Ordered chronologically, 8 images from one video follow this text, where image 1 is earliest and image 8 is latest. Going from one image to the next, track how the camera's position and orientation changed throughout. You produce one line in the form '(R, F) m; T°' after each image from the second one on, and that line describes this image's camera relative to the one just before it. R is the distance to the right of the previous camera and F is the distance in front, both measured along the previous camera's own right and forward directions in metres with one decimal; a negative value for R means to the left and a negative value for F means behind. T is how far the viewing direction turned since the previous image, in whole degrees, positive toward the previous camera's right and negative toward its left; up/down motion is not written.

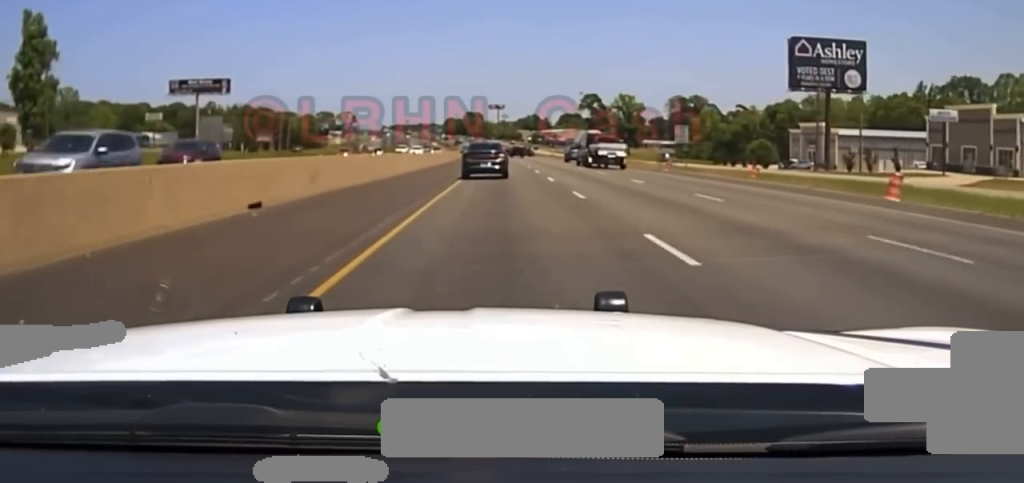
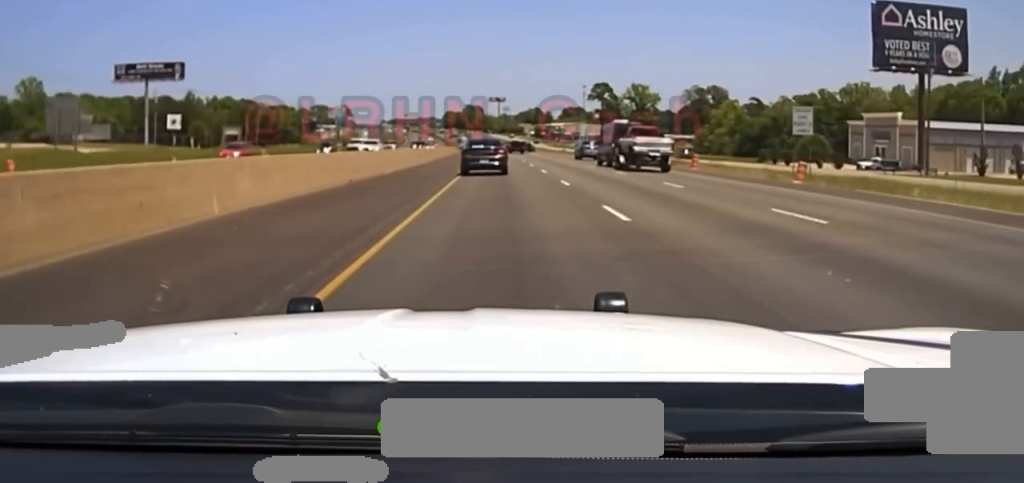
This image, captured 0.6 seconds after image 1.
(-0.1, +32.4) m; 0°
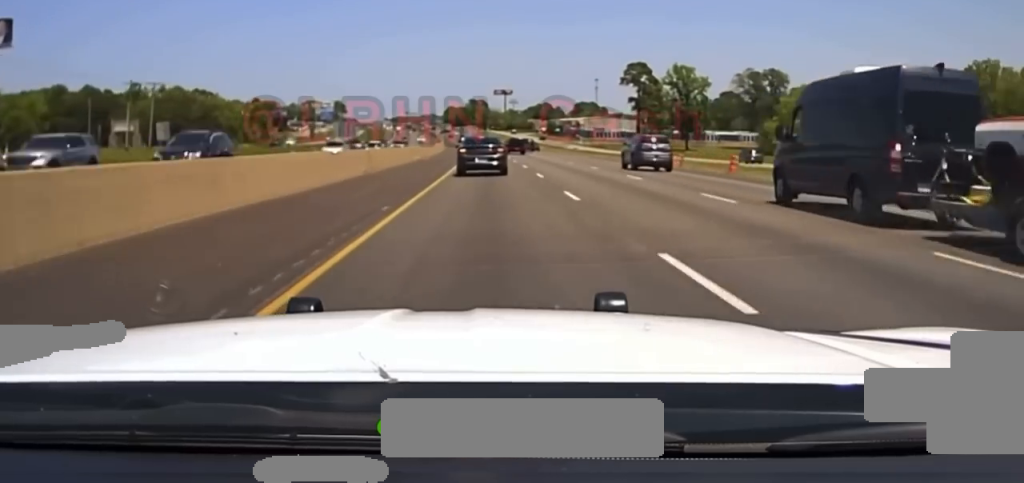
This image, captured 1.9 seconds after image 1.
(-0.2, +73.2) m; -1°
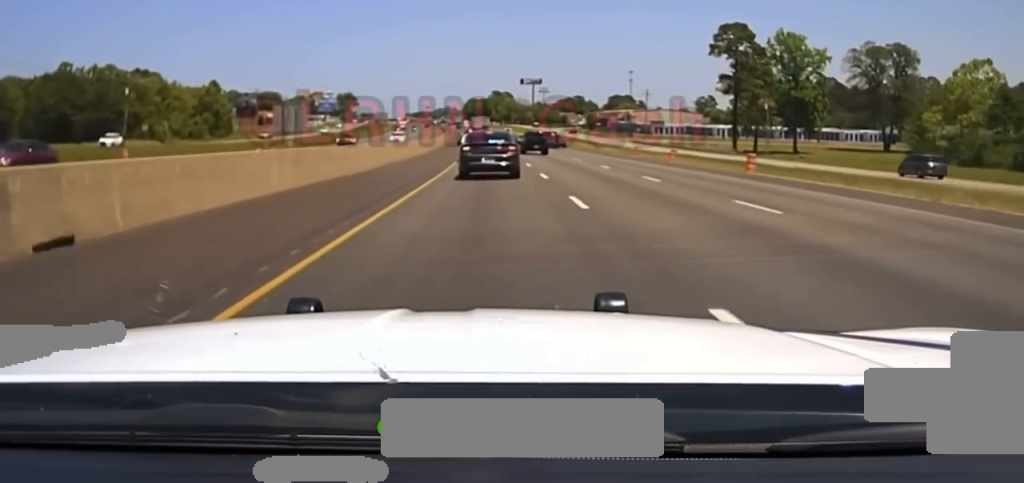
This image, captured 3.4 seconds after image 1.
(-0.9, +85.9) m; -1°
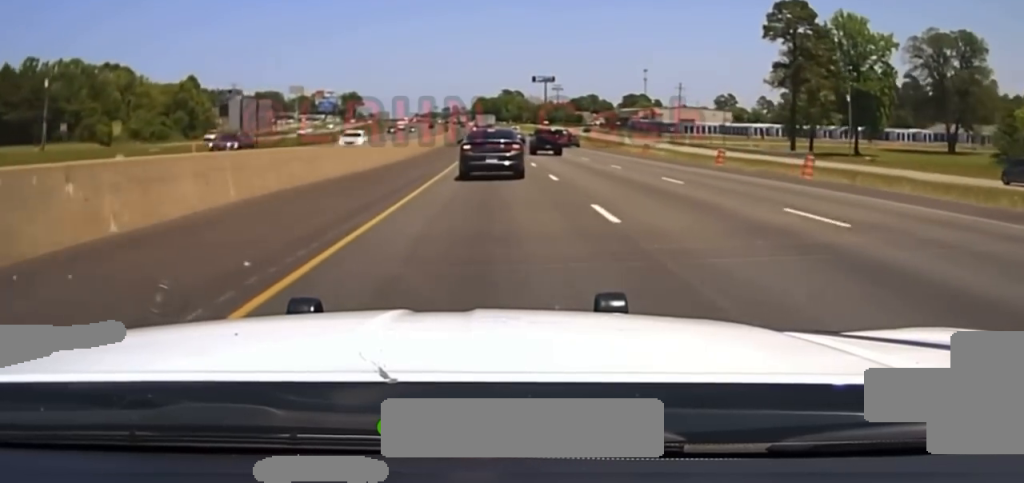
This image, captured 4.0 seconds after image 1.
(0.0, +28.6) m; -1°
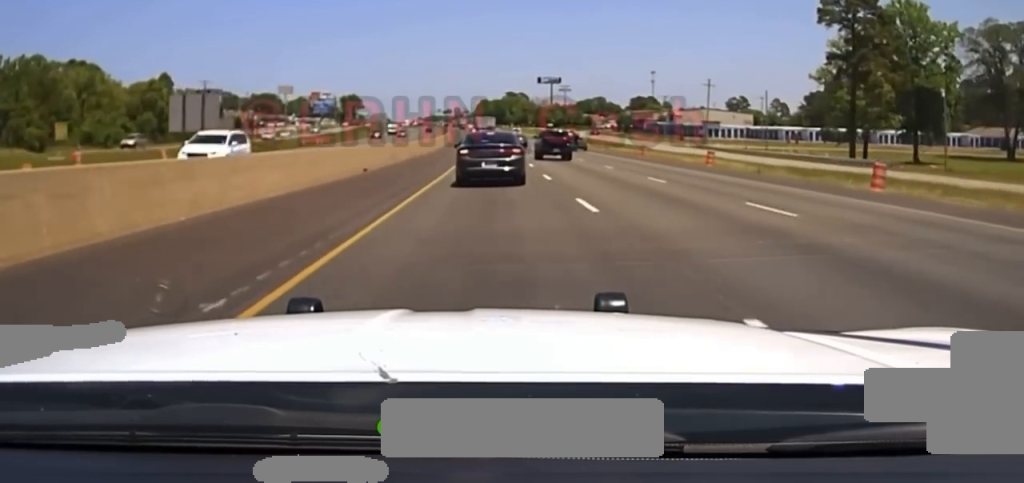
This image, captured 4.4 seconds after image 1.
(-0.2, +19.8) m; 0°
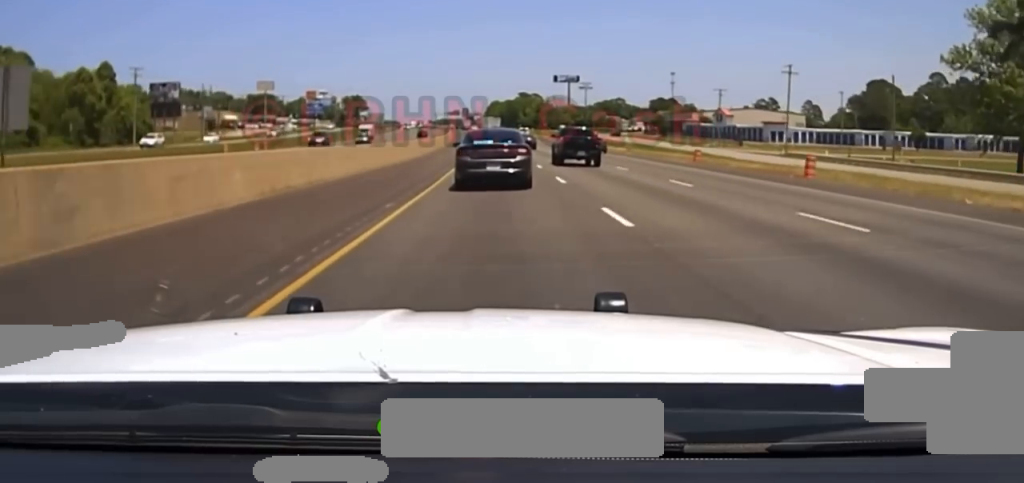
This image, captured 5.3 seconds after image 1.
(-0.3, +36.4) m; -1°
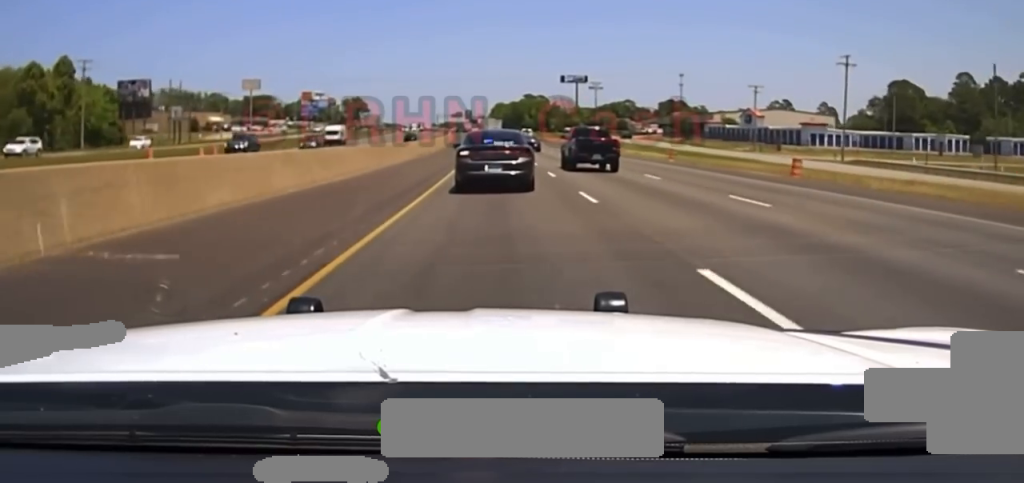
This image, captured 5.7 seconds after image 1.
(0.0, +17.8) m; 0°
